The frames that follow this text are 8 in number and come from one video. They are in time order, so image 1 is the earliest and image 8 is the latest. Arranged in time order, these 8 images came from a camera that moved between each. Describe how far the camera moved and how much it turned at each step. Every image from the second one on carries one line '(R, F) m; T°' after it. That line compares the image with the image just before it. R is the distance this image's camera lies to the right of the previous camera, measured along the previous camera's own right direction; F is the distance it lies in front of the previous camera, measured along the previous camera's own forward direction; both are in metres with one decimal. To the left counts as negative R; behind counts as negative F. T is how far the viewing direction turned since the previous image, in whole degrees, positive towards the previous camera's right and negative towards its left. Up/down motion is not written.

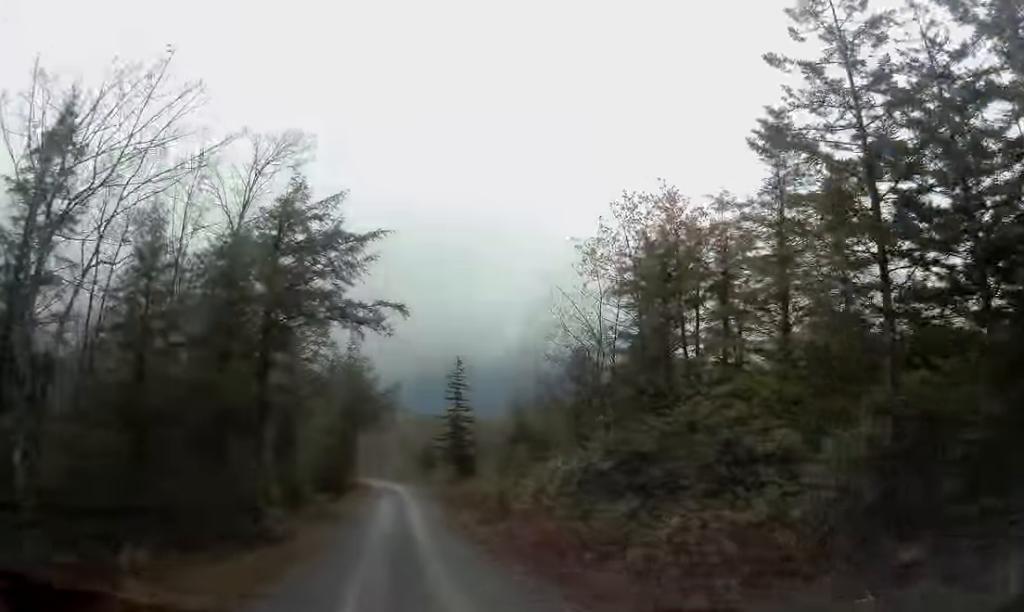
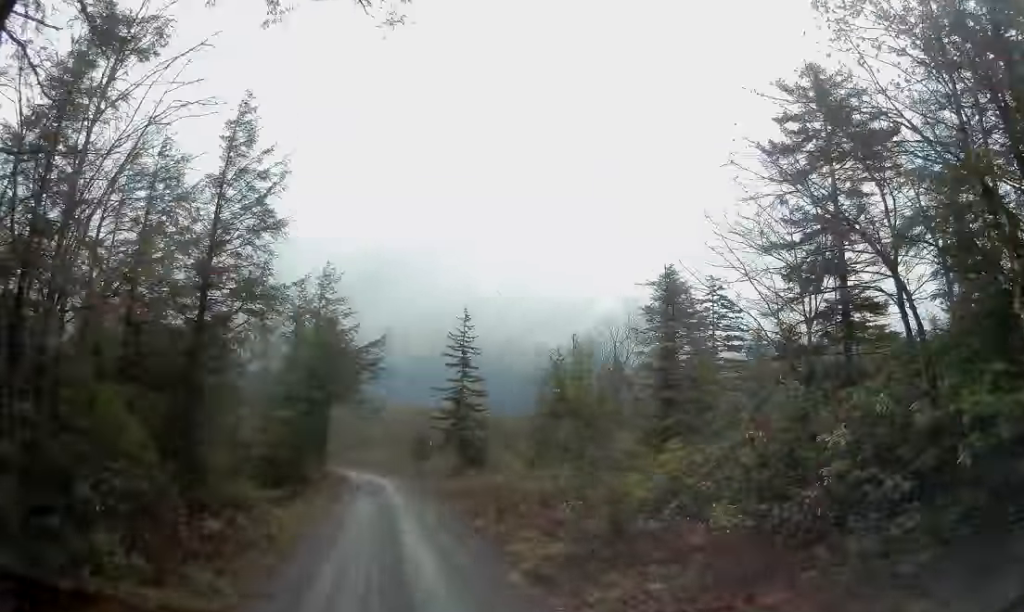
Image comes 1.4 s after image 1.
(+0.5, +15.8) m; +1°
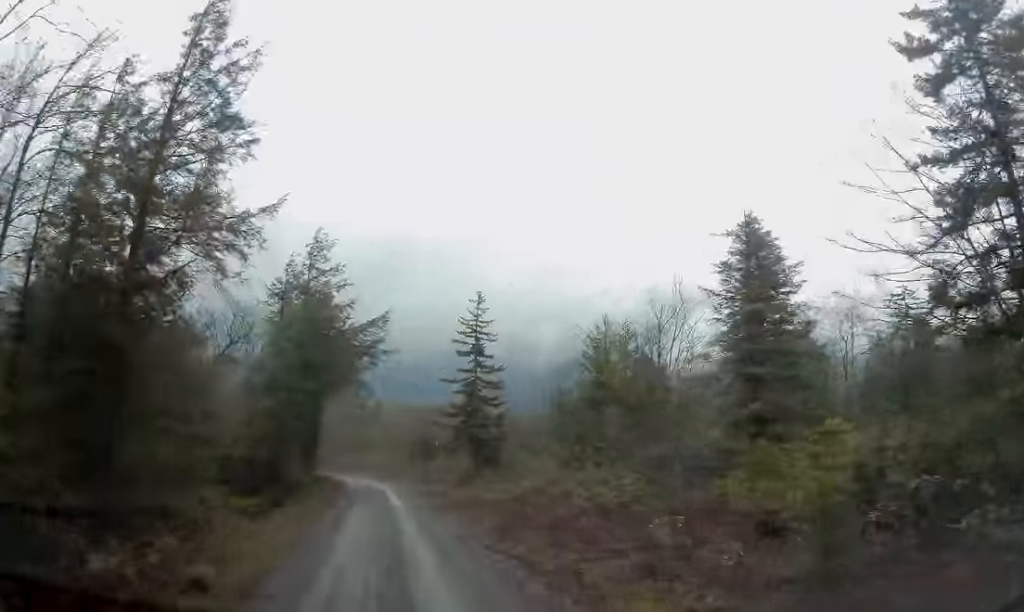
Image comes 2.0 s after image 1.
(-0.2, +6.5) m; -1°
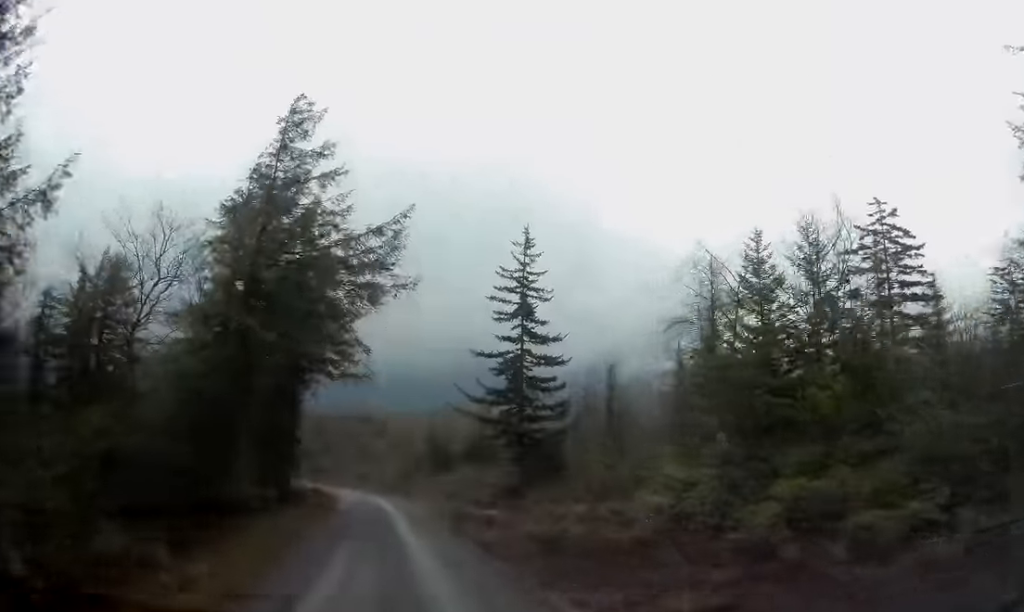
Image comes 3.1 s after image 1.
(-0.4, +13.2) m; -1°
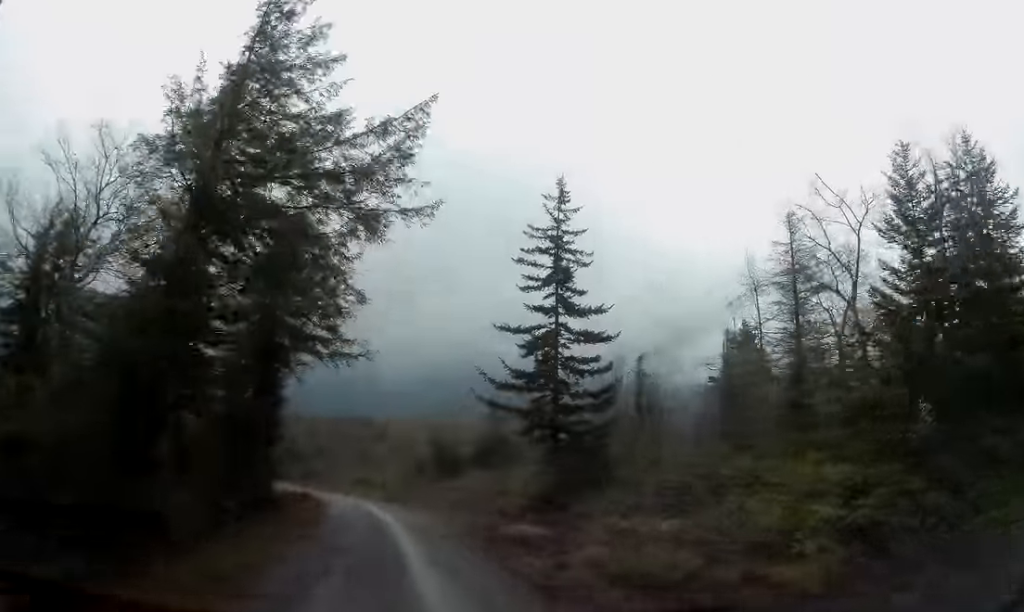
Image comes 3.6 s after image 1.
(0.0, +6.3) m; 0°
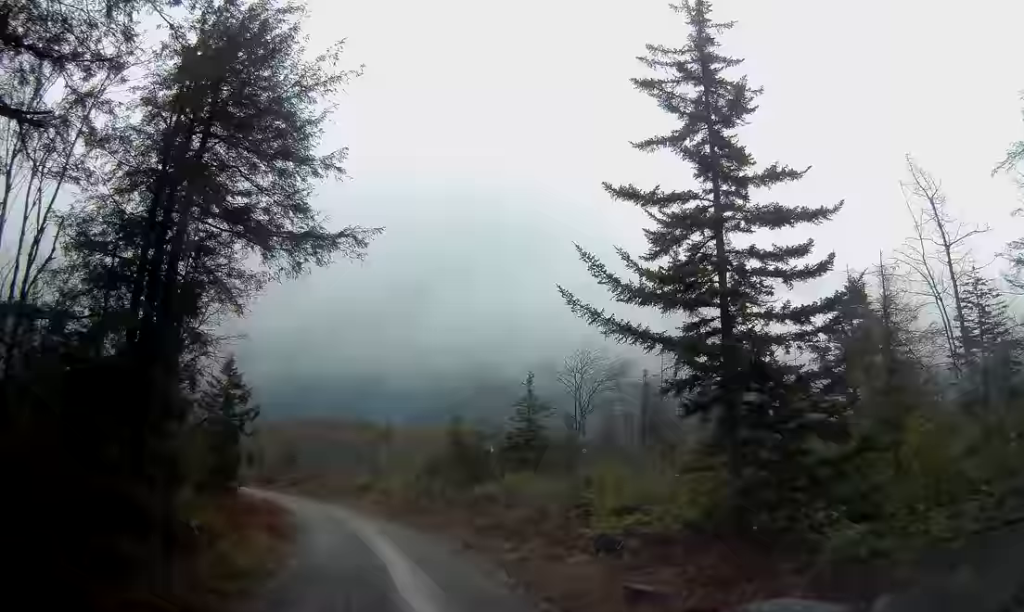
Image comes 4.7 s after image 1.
(+0.1, +12.8) m; -1°
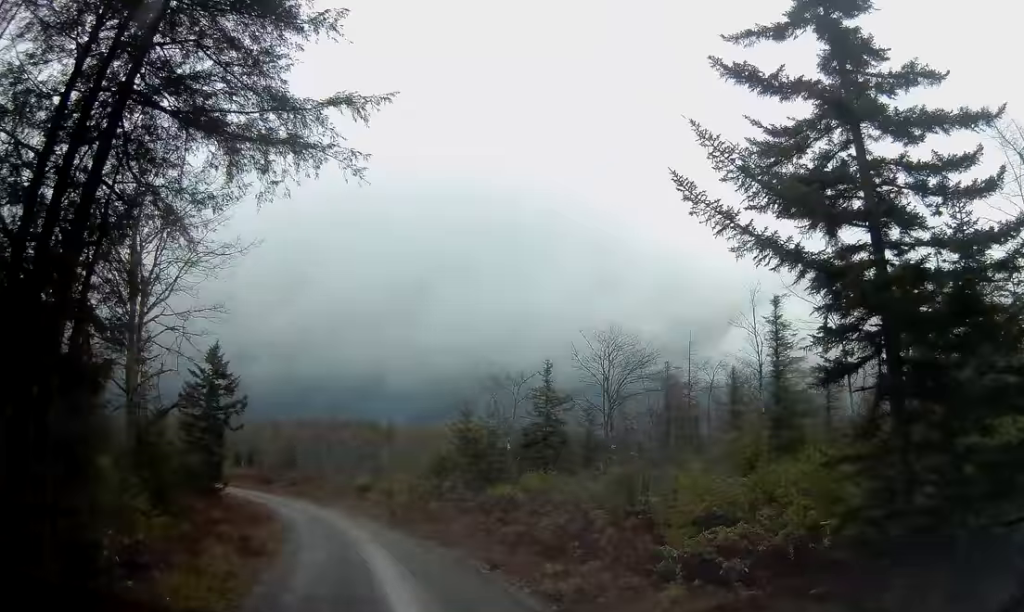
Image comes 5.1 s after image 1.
(-0.1, +4.5) m; -1°
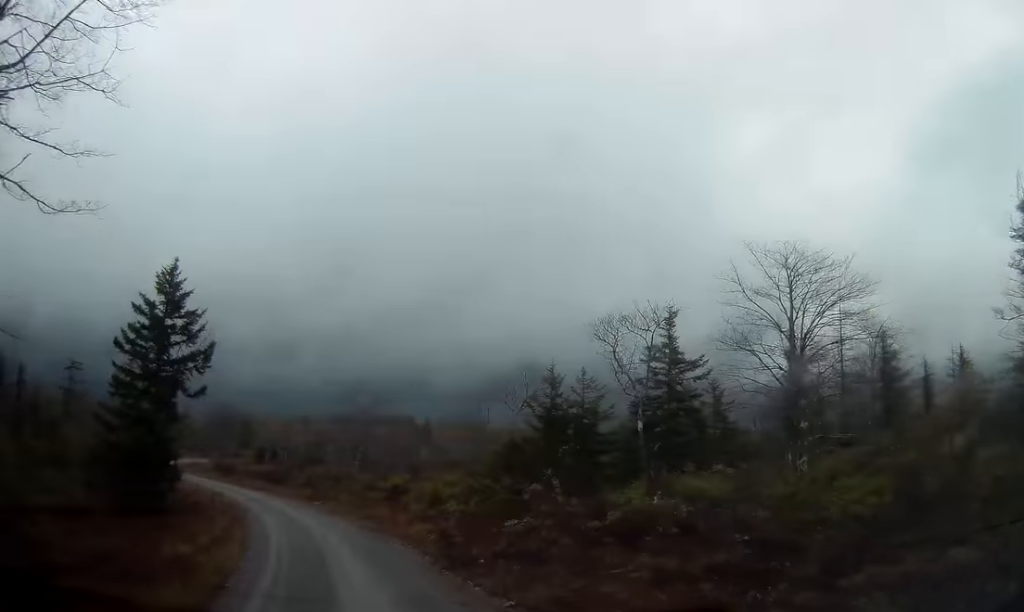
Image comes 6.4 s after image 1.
(-0.1, +13.9) m; -3°
